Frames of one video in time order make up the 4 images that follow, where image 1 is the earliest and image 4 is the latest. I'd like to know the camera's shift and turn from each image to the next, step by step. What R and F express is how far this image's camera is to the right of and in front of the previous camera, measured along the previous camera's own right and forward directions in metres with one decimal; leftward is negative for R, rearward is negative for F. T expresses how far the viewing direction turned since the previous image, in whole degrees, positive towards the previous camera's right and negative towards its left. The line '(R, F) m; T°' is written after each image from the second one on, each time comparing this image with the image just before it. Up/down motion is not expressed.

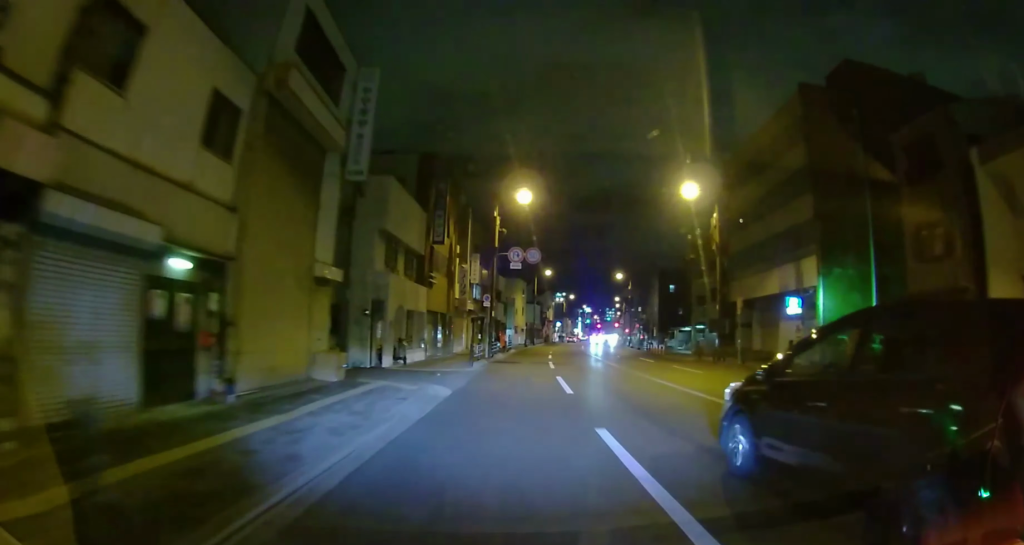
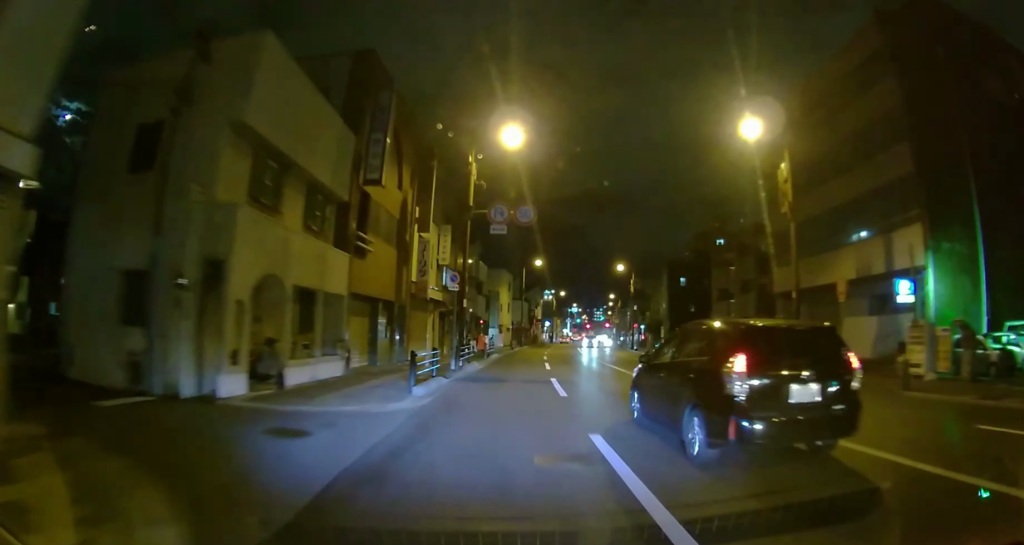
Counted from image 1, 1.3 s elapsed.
(-0.1, +10.6) m; +2°
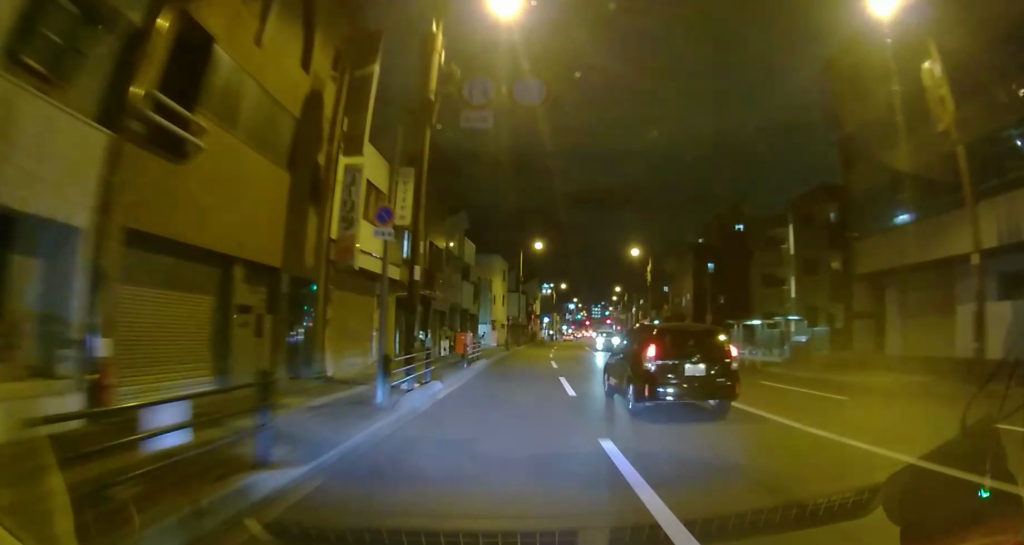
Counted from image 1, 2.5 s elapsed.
(+0.7, +10.8) m; +4°
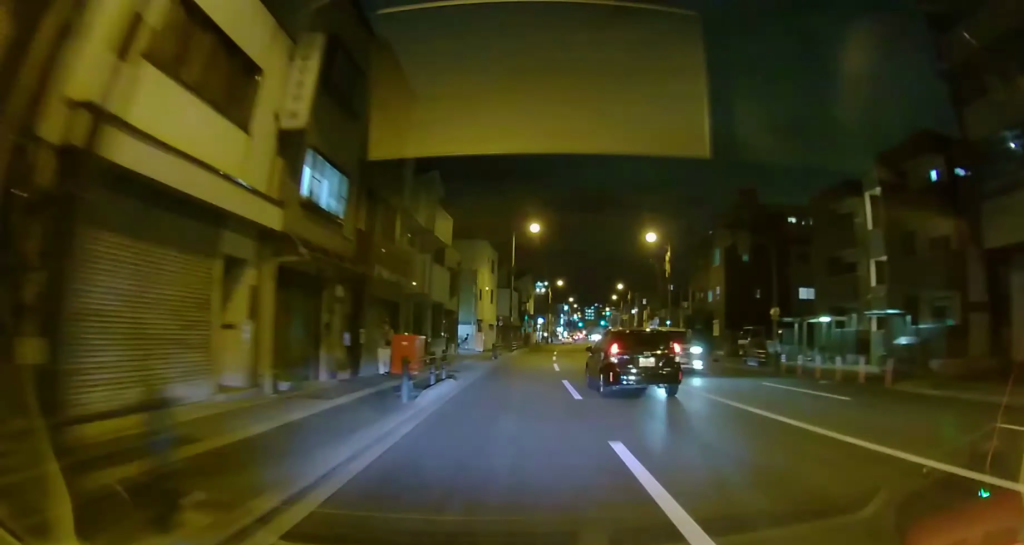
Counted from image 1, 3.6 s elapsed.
(+0.1, +10.1) m; 0°
